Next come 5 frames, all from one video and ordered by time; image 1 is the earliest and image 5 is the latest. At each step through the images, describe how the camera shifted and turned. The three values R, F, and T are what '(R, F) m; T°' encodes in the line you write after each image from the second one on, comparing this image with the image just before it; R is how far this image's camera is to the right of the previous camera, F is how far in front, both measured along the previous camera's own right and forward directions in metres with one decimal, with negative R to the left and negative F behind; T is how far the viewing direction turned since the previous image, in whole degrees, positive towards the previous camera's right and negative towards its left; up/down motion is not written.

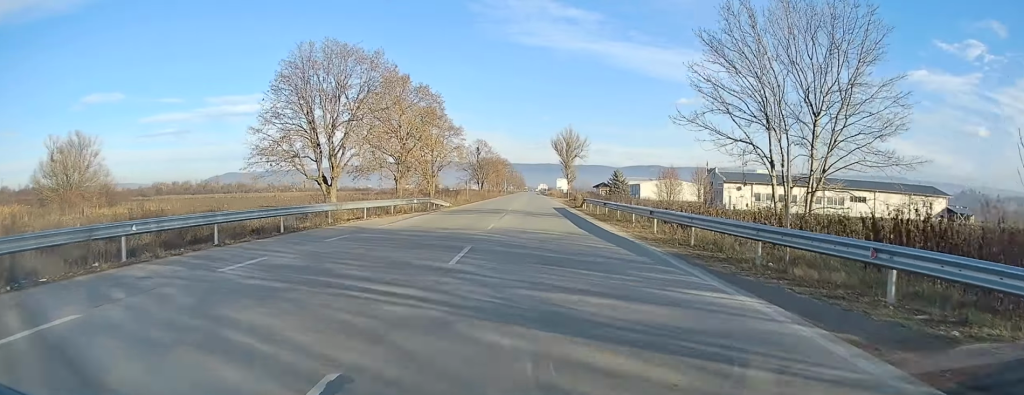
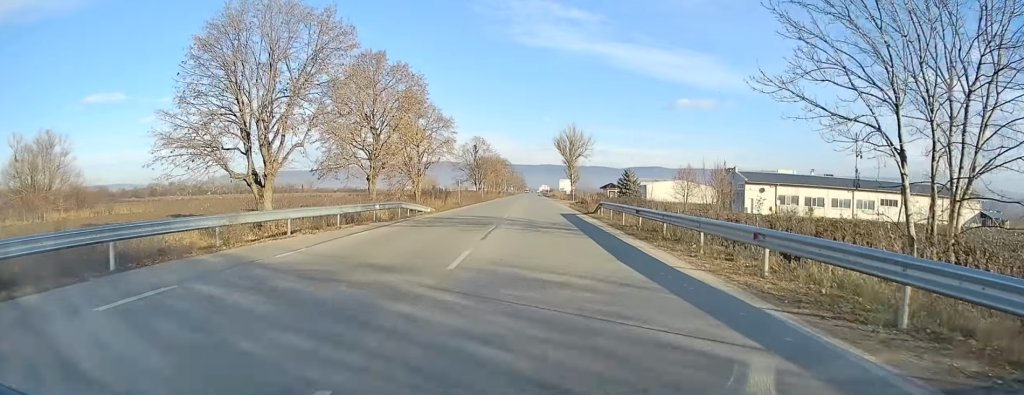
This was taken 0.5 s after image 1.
(0.0, +9.2) m; 0°
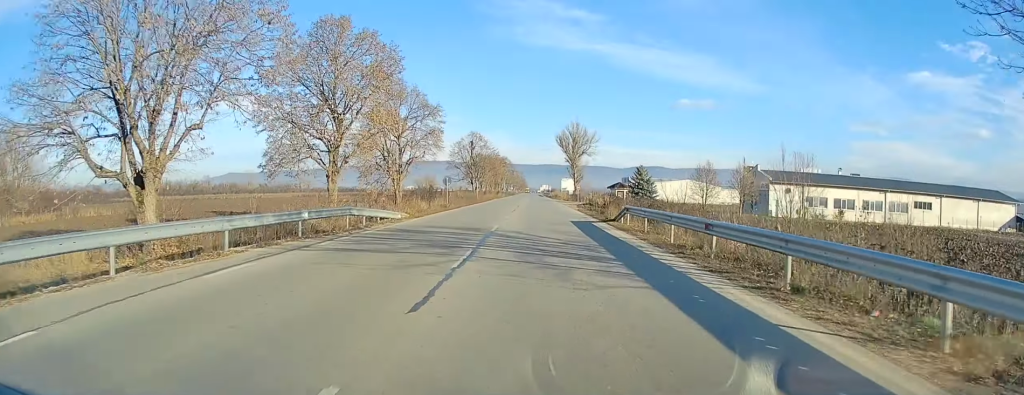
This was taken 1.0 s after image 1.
(0.0, +8.7) m; 0°
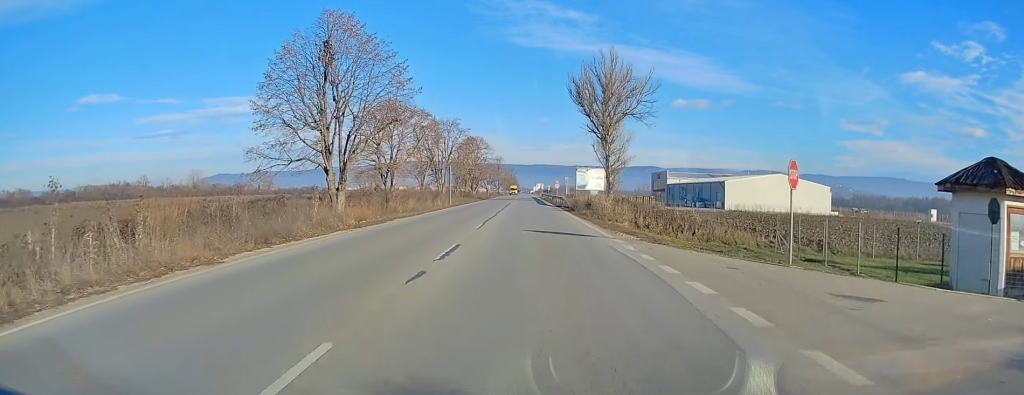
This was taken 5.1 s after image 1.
(+0.5, +78.5) m; +1°
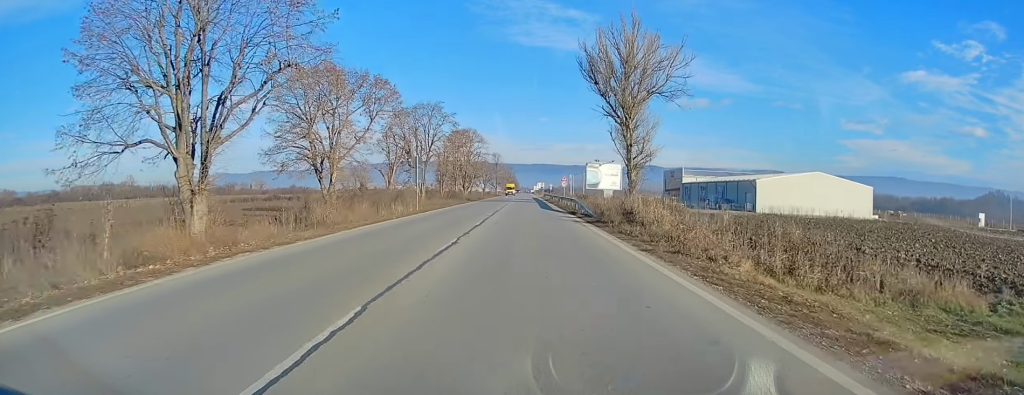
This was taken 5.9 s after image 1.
(0.0, +16.4) m; 0°
